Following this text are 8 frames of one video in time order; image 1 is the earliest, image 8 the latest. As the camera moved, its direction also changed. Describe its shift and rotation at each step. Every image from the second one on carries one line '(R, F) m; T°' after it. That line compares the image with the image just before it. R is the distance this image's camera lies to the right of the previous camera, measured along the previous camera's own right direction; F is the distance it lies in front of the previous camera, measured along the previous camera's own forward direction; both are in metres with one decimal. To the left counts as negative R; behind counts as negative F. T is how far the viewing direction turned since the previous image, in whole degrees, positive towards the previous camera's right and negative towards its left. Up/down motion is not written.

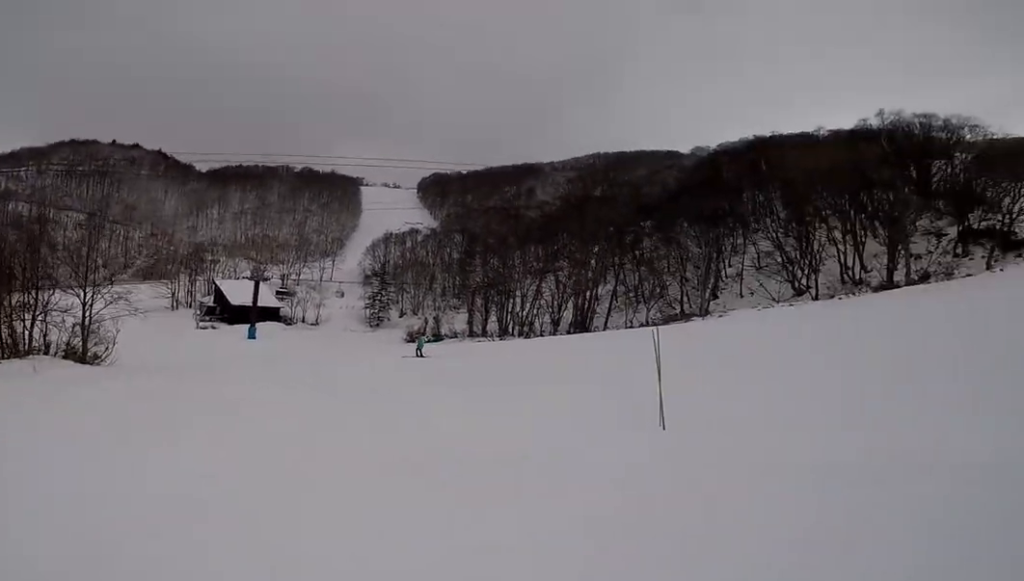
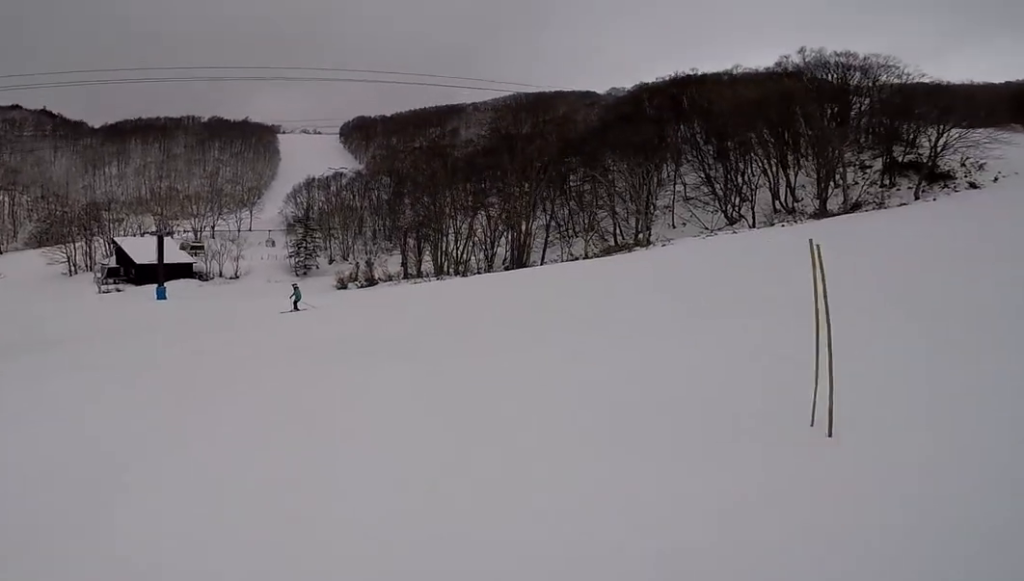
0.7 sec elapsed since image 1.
(+0.4, +3.9) m; +2°
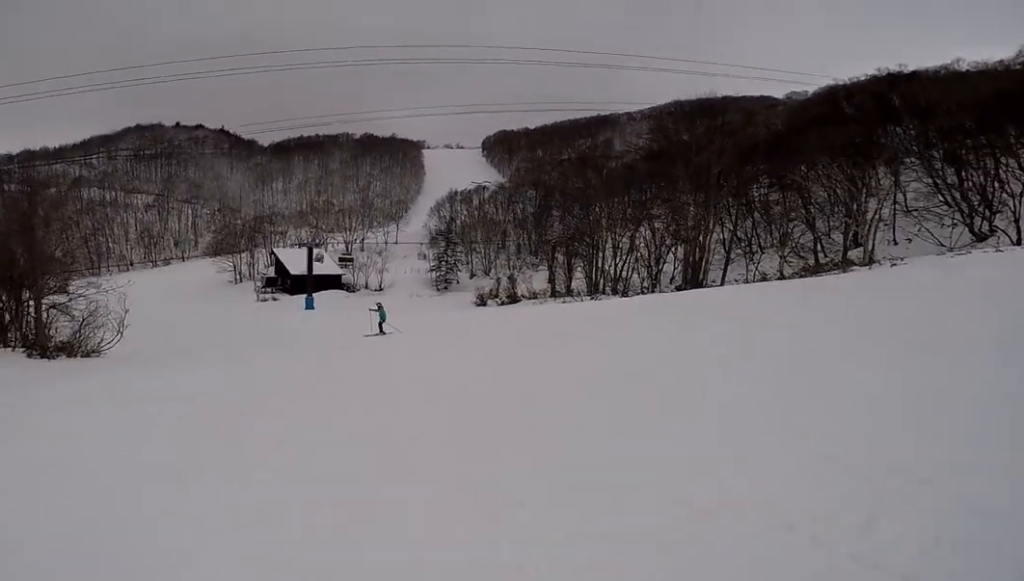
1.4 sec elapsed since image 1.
(+0.2, +3.4) m; -9°
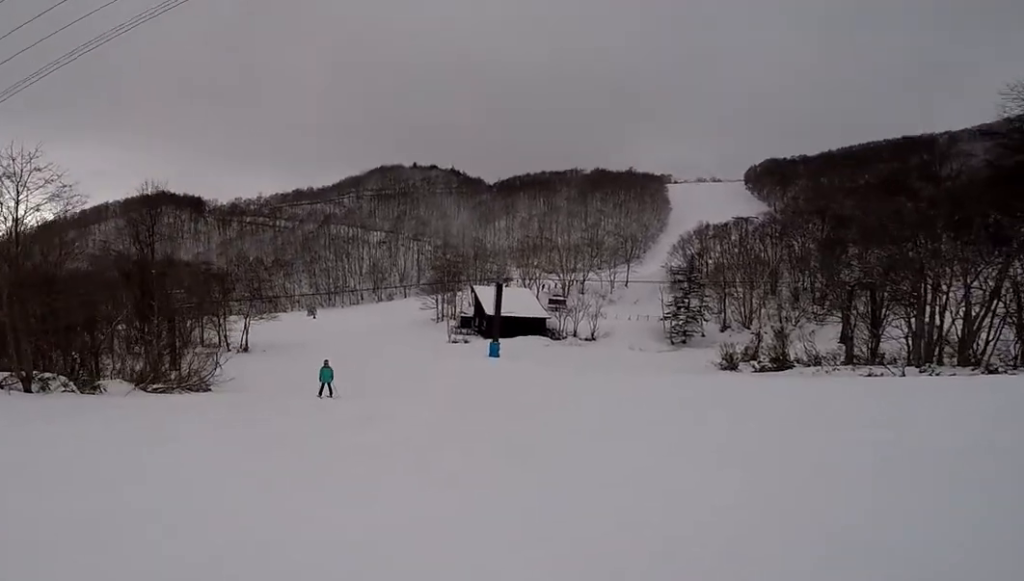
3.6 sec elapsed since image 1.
(-5.5, +9.6) m; -44°
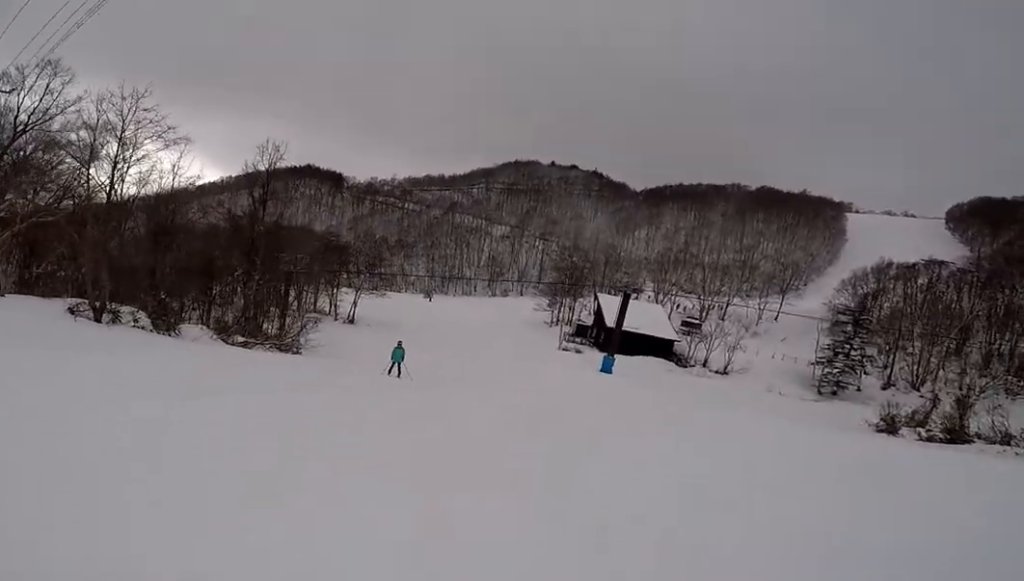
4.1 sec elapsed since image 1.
(+0.3, +2.6) m; -8°
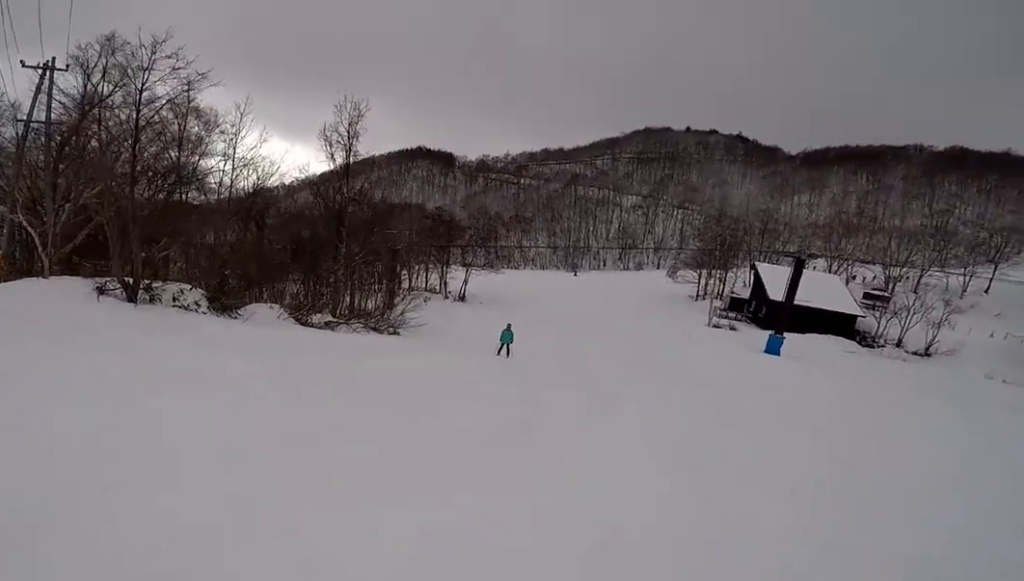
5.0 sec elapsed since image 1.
(-0.8, +5.0) m; -8°
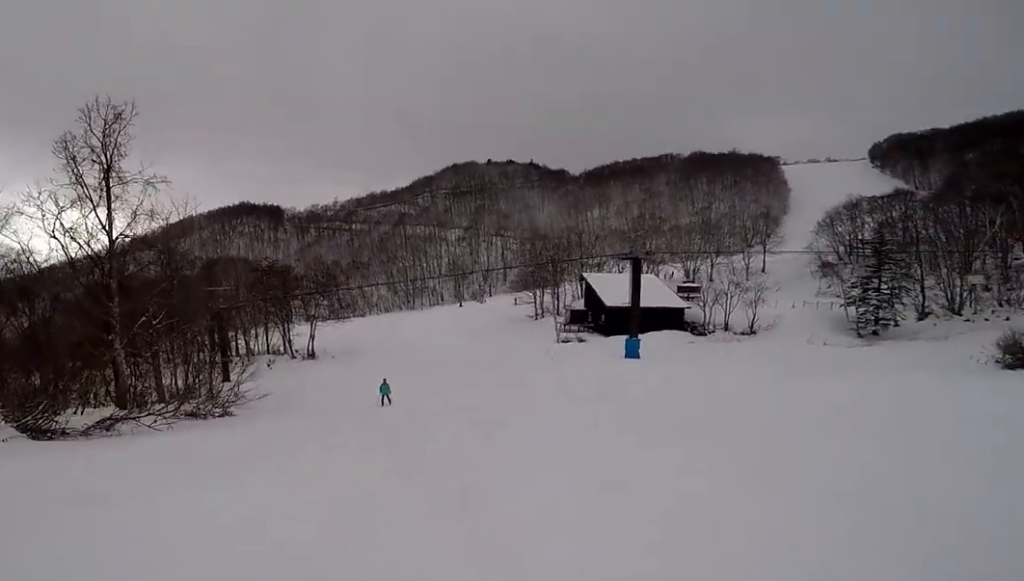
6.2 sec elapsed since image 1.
(+0.2, +8.3) m; +5°
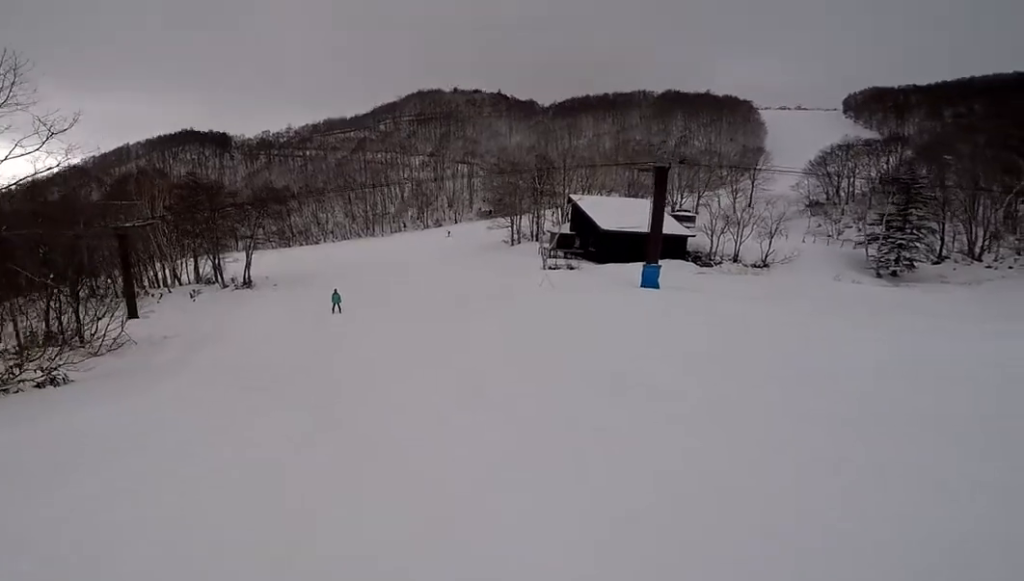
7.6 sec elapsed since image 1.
(0.0, +11.4) m; -1°
